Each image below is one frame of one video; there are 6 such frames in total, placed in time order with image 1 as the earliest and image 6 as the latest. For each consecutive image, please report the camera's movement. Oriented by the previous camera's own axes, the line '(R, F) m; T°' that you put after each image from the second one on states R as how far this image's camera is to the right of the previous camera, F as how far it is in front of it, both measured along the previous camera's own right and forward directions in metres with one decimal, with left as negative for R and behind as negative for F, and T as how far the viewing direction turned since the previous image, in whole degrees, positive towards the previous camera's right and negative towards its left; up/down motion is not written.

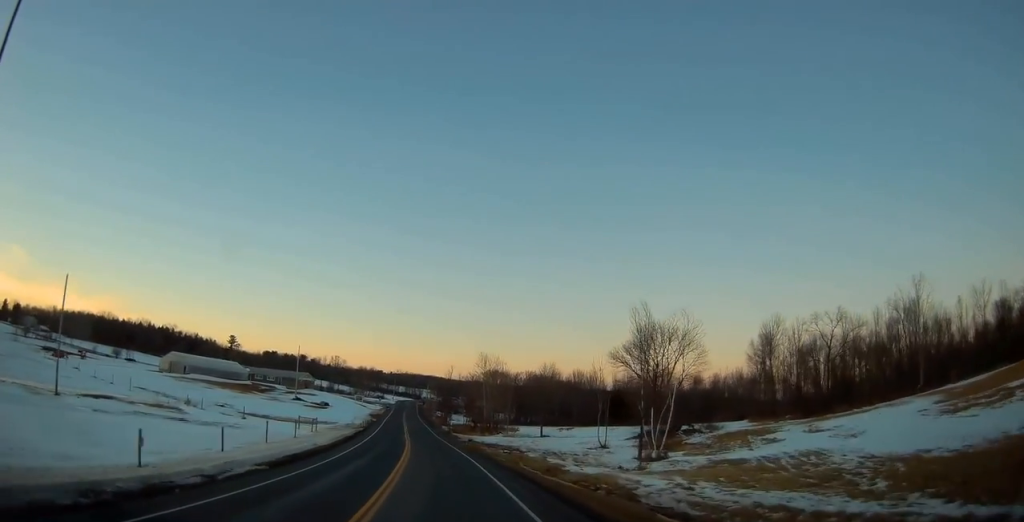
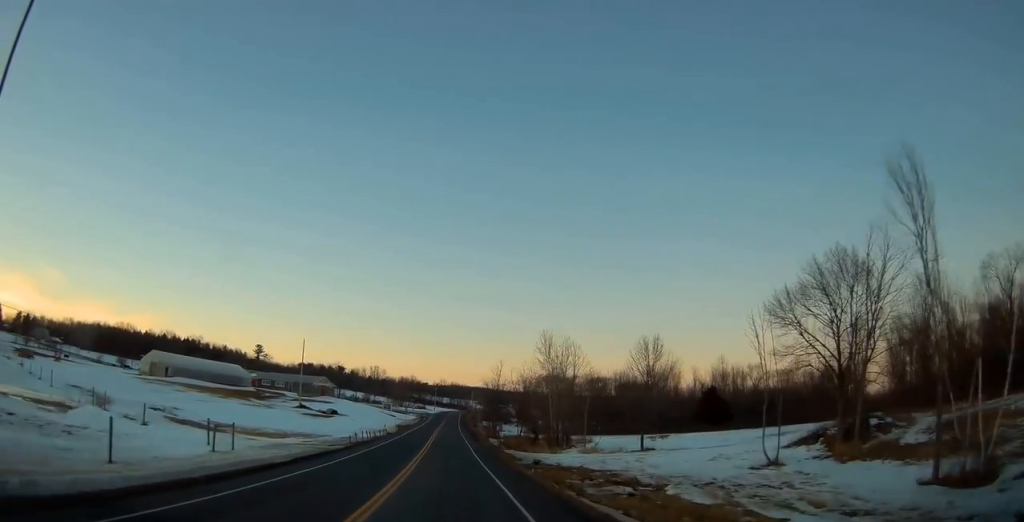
(-0.9, +29.7) m; -3°
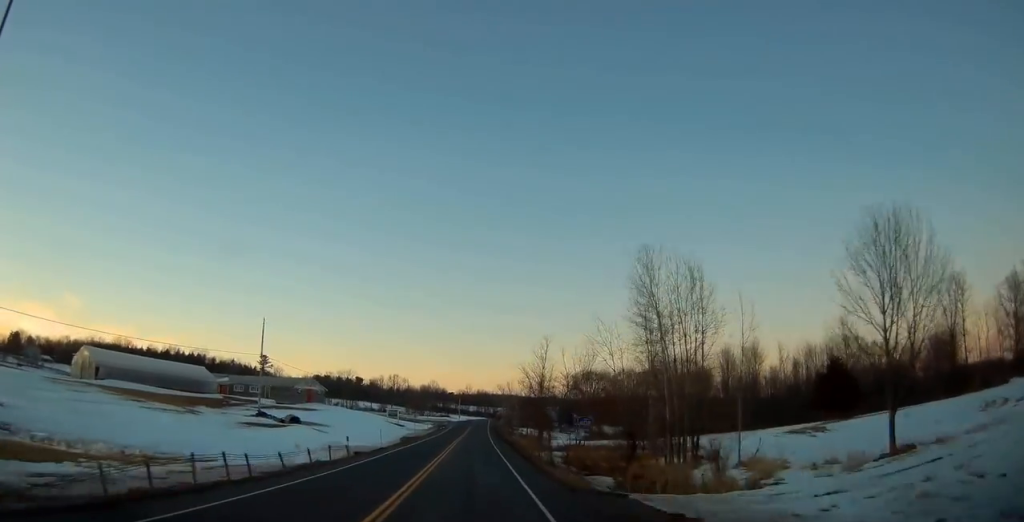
(-0.8, +32.4) m; -3°
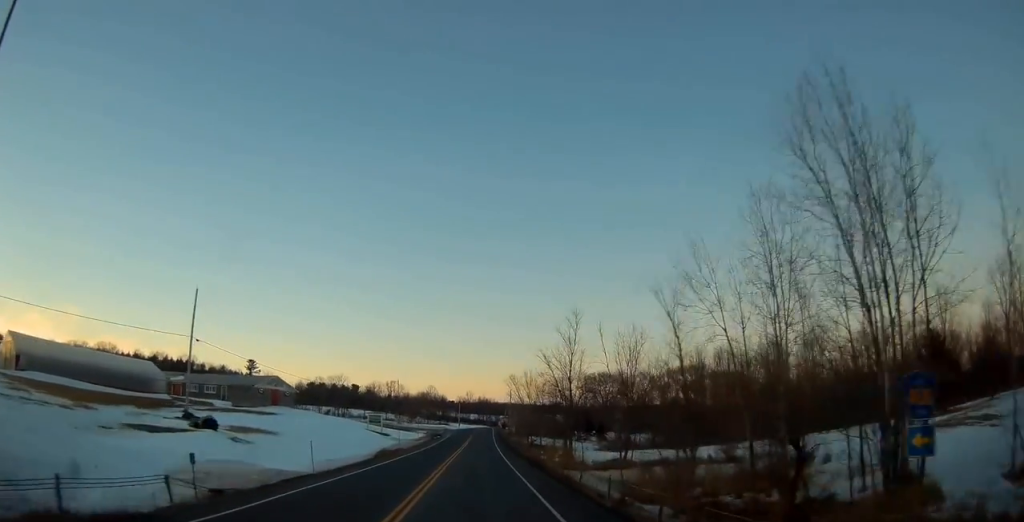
(-0.5, +20.2) m; -2°
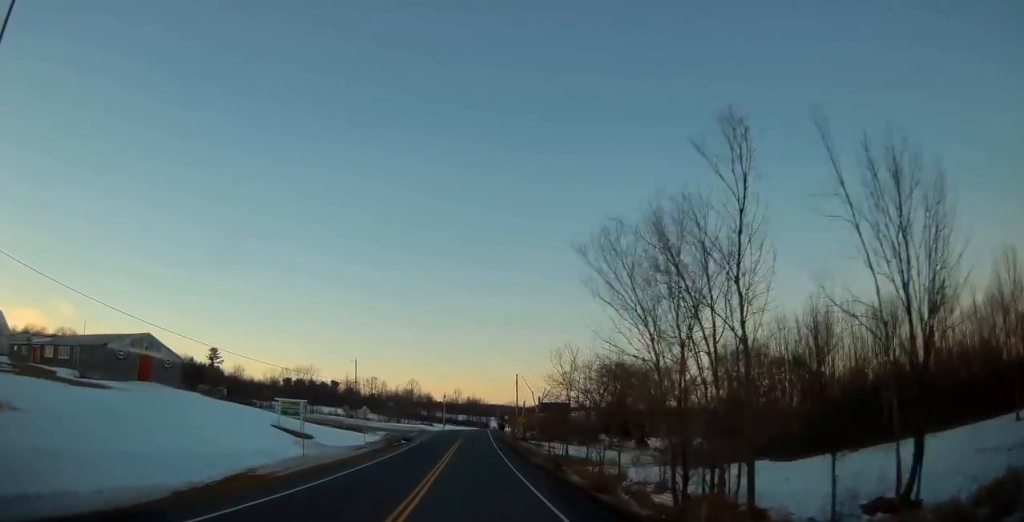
(-0.4, +35.5) m; 0°
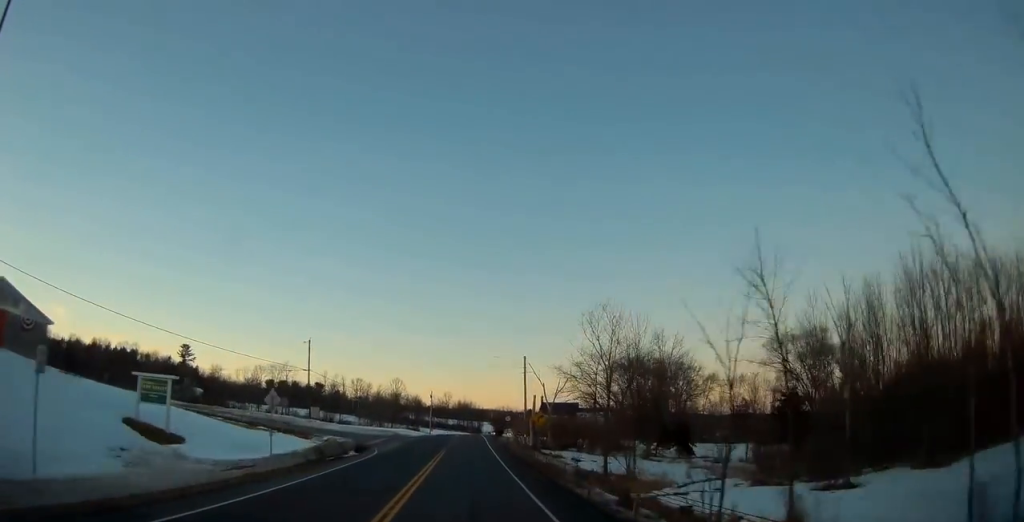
(+0.2, +21.2) m; +1°
